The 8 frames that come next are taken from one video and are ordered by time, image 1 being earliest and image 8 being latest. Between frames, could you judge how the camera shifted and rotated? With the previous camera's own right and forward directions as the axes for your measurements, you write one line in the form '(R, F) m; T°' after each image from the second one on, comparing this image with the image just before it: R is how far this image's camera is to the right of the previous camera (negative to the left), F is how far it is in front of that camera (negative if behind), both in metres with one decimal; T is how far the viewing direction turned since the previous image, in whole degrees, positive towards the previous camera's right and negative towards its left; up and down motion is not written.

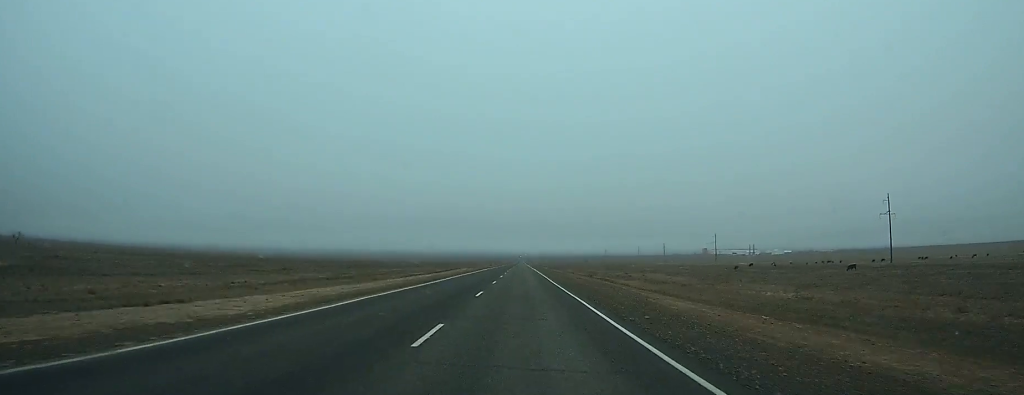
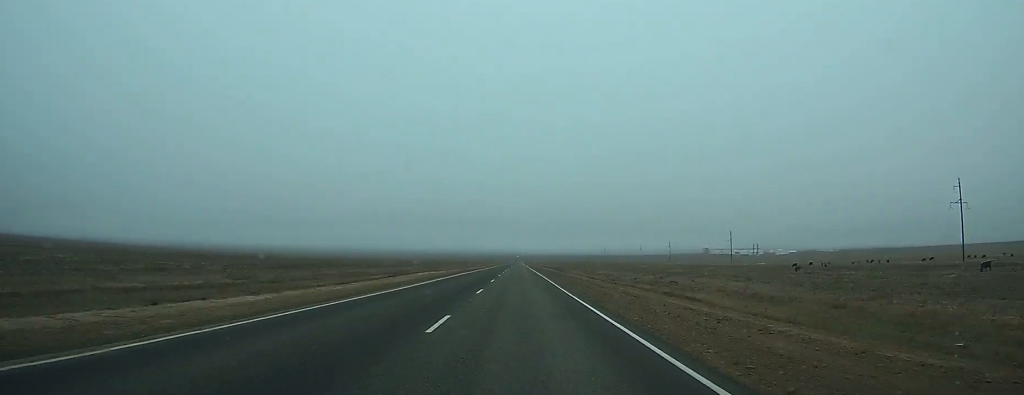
(+0.1, +33.5) m; 0°
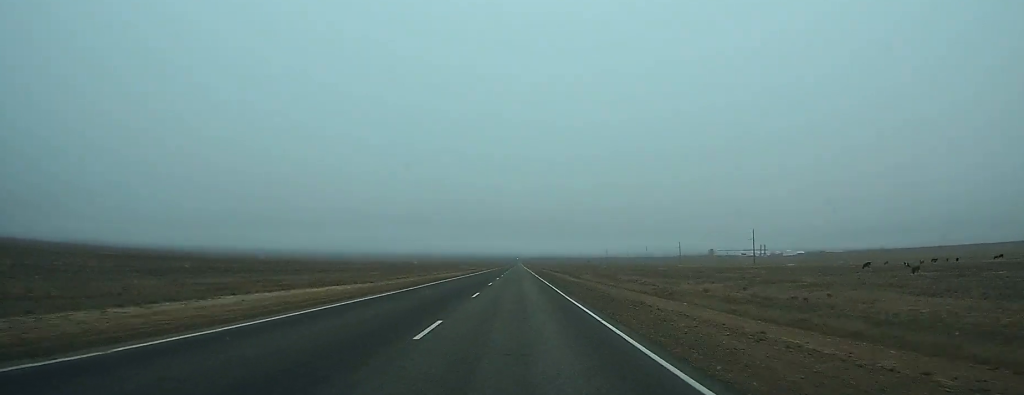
(0.0, +36.0) m; 0°
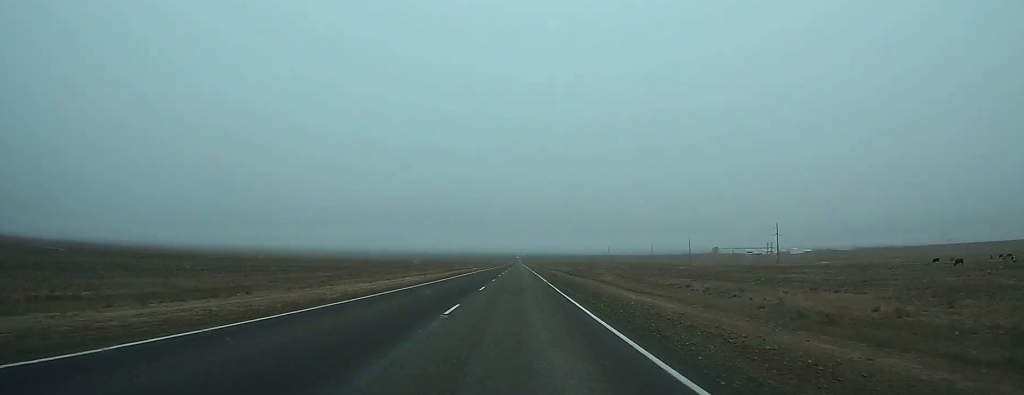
(0.0, +33.0) m; 0°
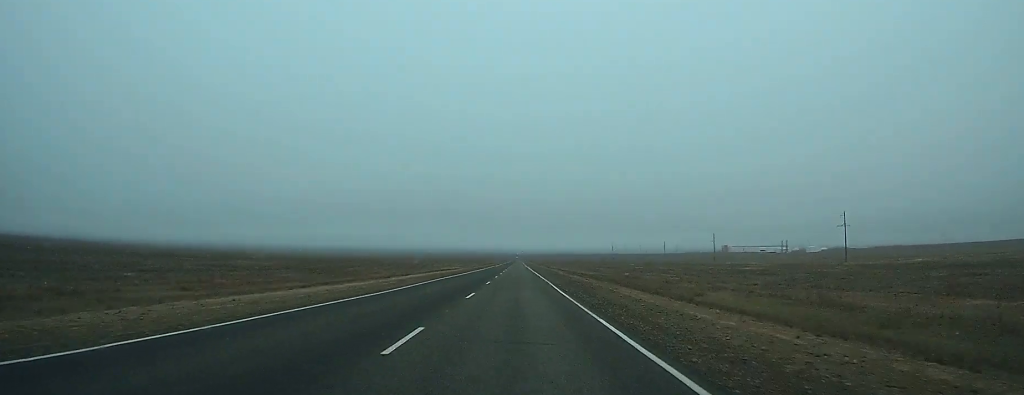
(+0.2, +69.4) m; 0°
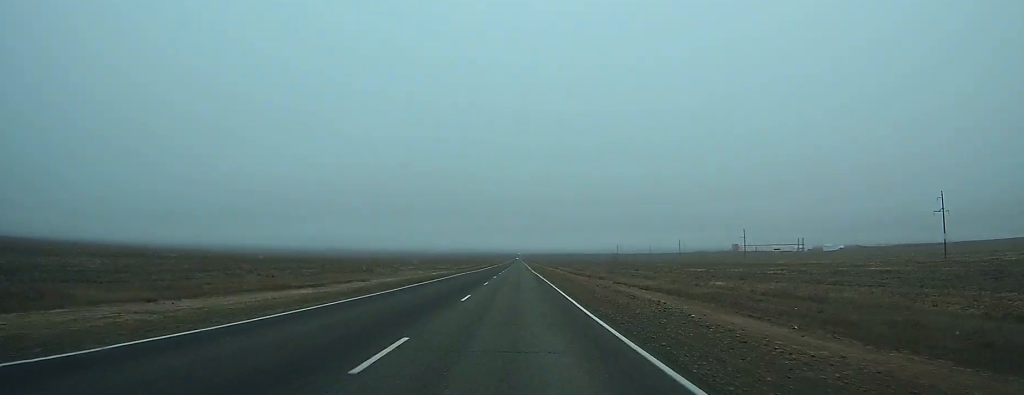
(-0.3, +61.3) m; 0°
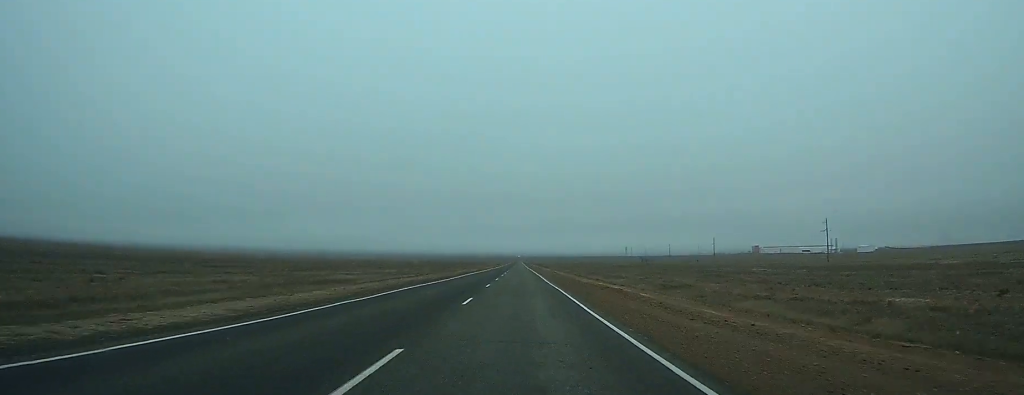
(-0.1, +106.8) m; 0°
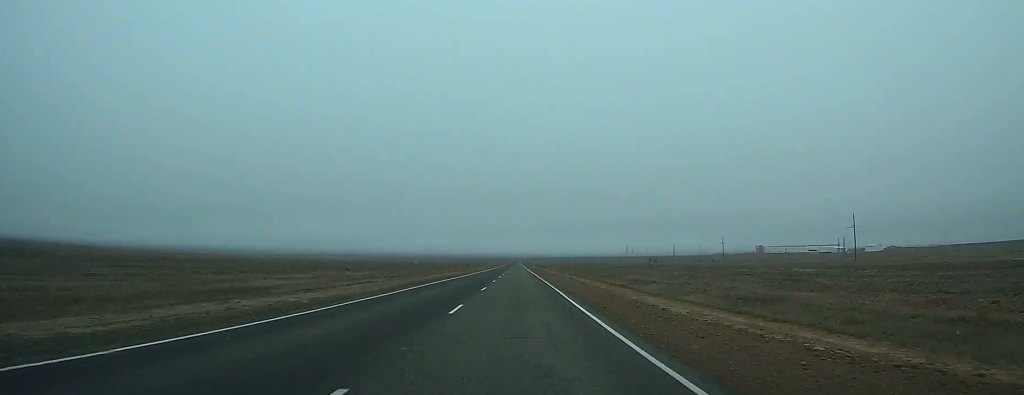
(0.0, +27.9) m; 0°
